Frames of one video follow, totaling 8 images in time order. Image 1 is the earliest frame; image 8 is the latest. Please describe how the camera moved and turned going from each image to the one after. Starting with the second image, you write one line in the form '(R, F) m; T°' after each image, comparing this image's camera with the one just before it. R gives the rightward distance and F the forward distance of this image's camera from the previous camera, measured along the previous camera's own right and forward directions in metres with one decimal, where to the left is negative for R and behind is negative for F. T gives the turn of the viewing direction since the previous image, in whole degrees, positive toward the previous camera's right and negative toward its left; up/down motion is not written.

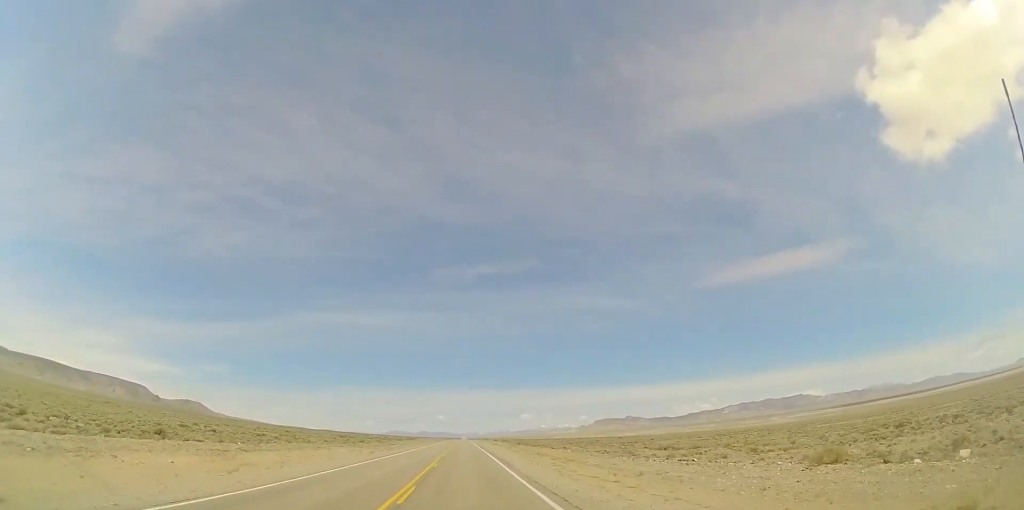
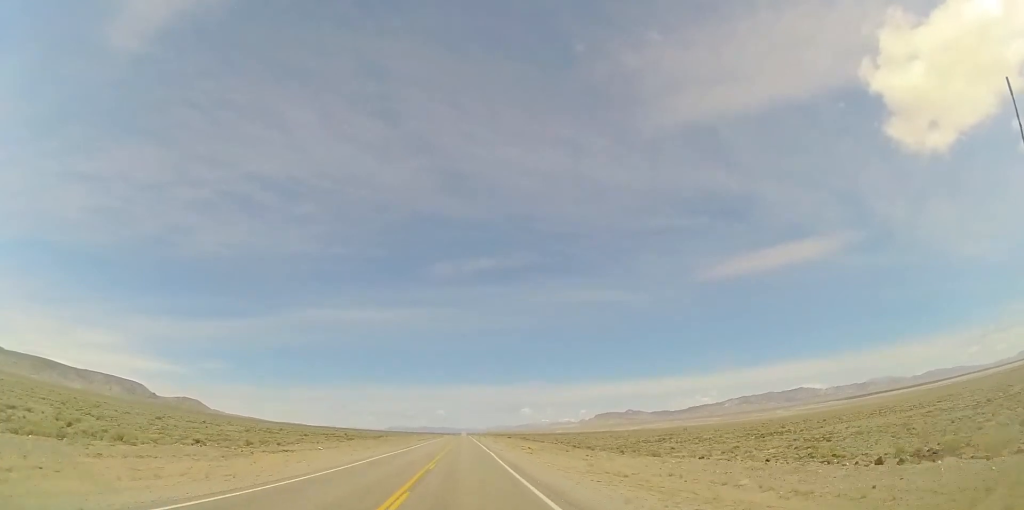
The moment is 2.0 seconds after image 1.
(+1.2, +63.7) m; +1°
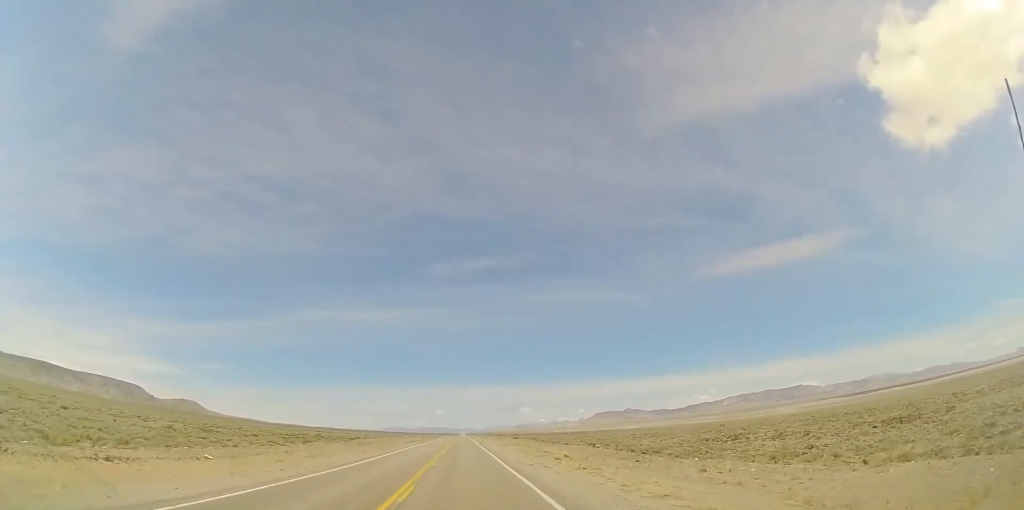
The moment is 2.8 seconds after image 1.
(-0.3, +23.1) m; 0°
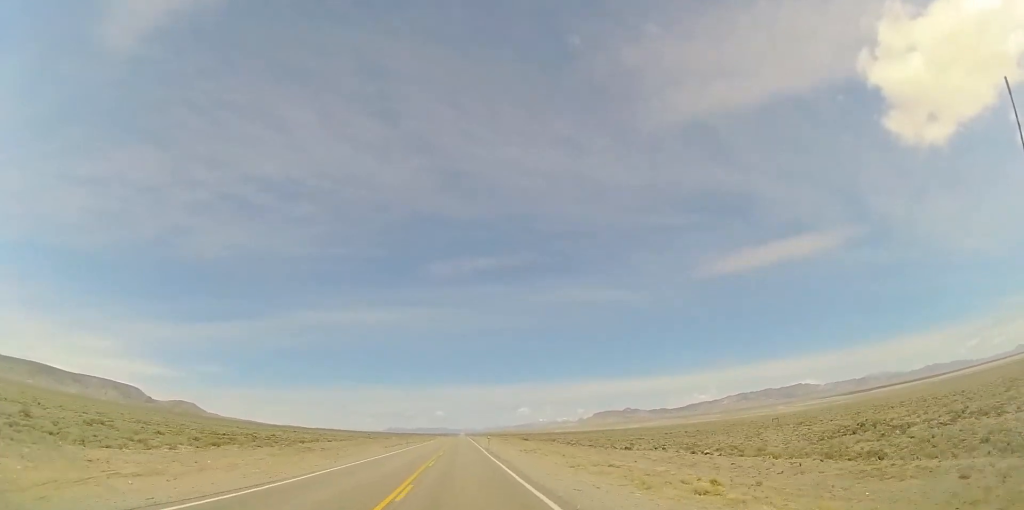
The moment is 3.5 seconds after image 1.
(0.0, +23.9) m; 0°
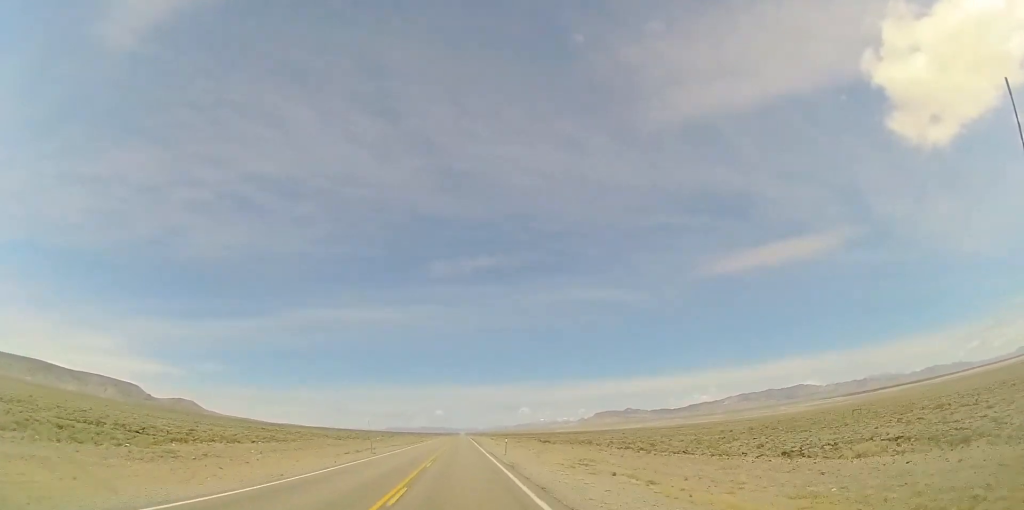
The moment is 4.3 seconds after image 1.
(0.0, +24.9) m; 0°
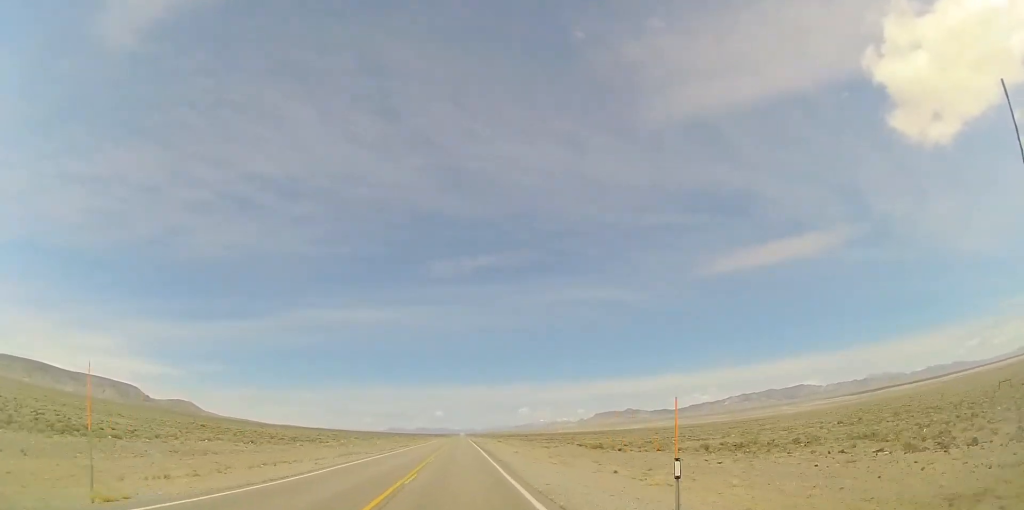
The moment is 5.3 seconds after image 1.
(-0.2, +31.0) m; 0°
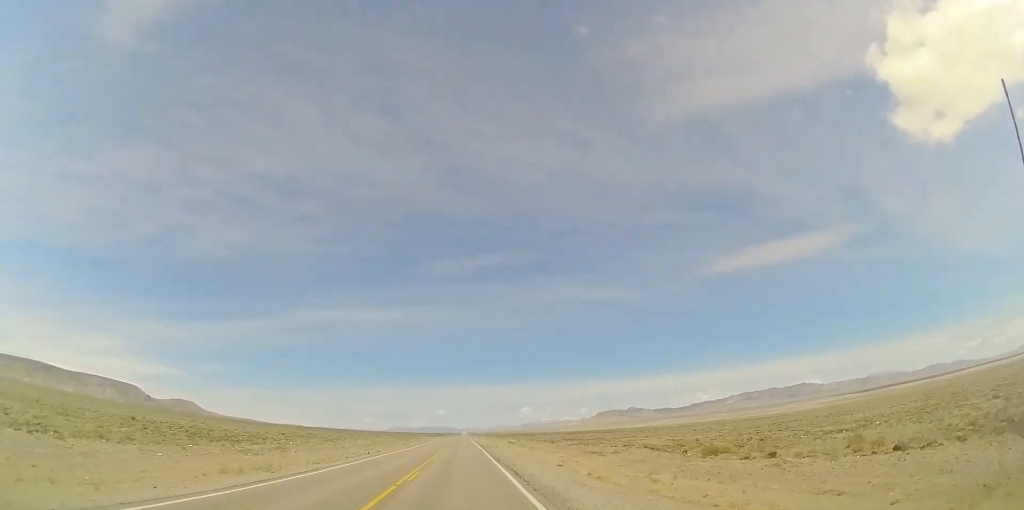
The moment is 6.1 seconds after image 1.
(0.0, +23.7) m; 0°
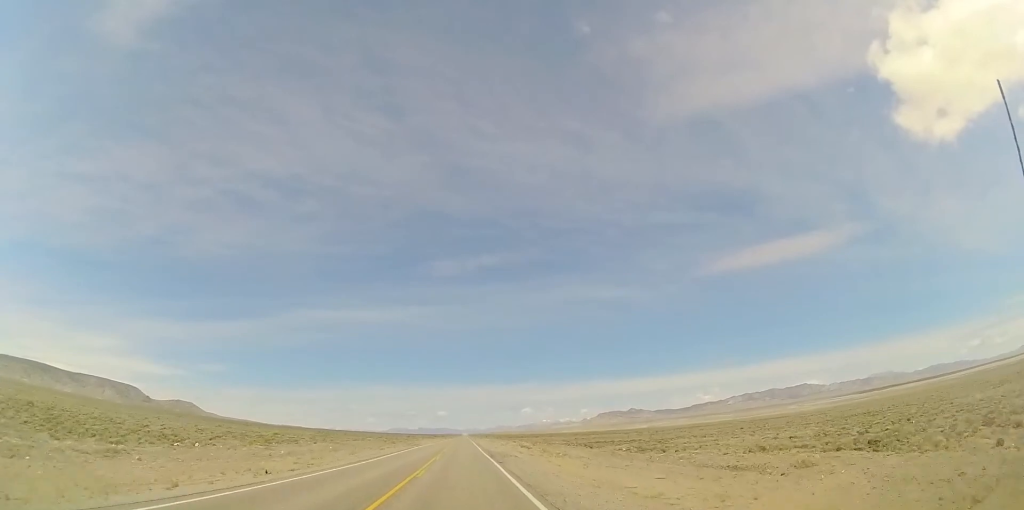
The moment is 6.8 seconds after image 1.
(+0.2, +22.6) m; 0°
